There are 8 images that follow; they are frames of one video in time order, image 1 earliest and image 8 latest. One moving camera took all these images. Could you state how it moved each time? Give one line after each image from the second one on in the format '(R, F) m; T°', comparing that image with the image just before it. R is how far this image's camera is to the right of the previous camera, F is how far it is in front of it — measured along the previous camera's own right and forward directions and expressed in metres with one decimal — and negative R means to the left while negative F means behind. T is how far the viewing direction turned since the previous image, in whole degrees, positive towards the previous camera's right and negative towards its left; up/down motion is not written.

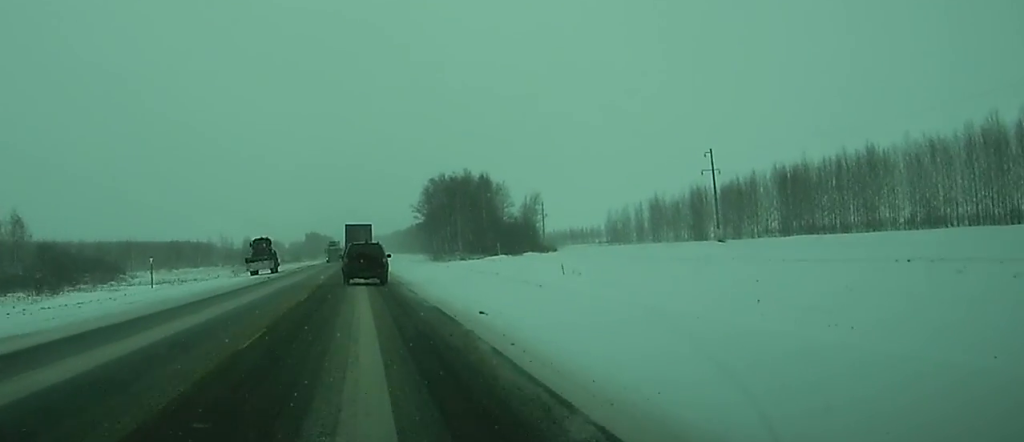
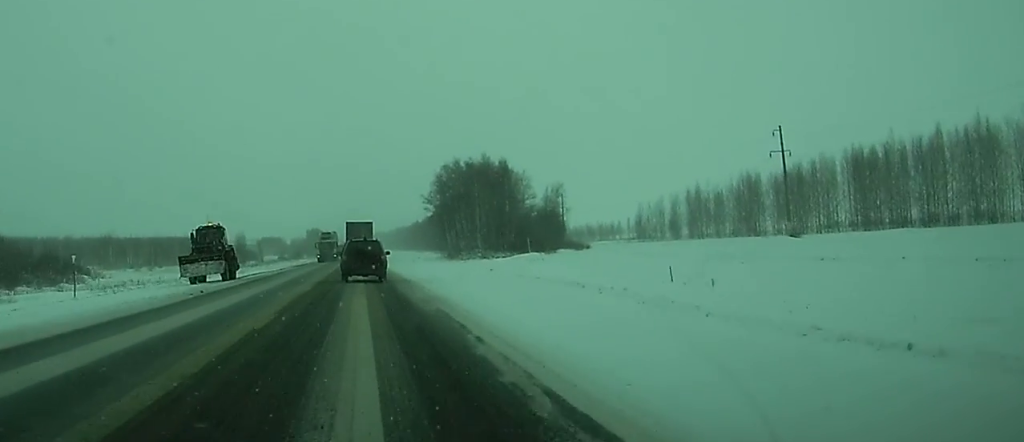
(0.0, +21.9) m; 0°
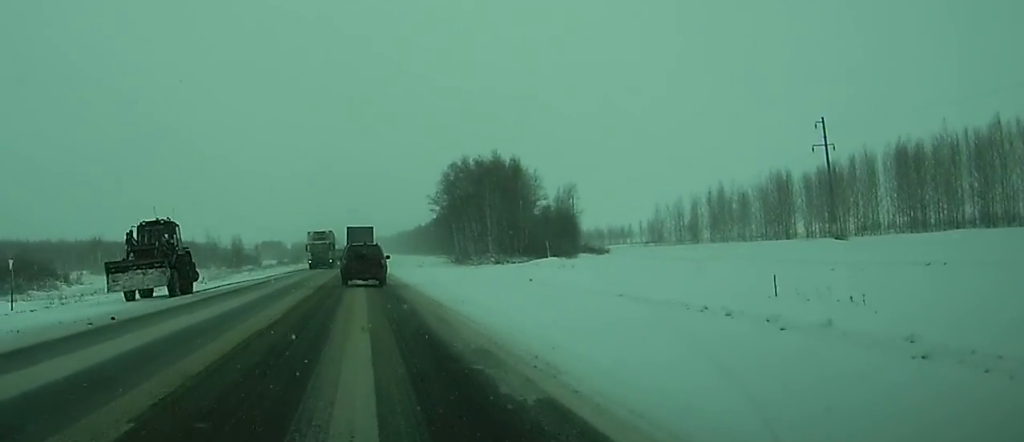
(-0.1, +10.5) m; 0°
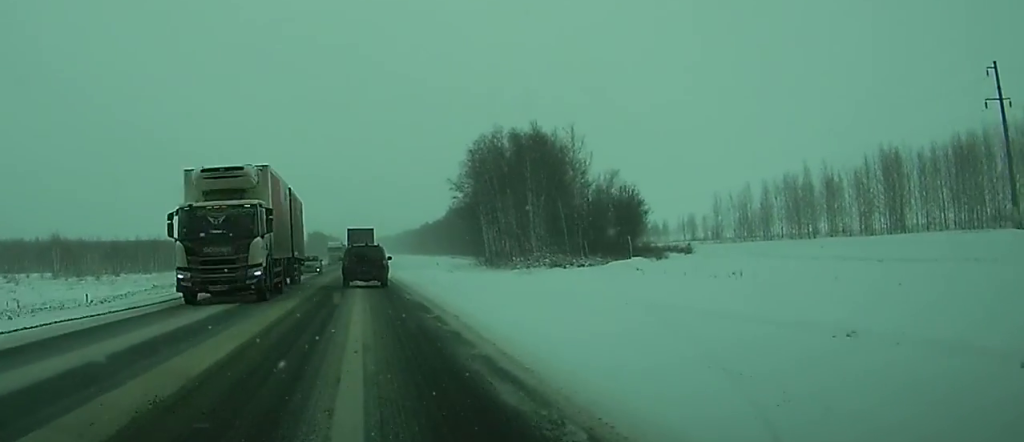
(+0.1, +29.7) m; 0°
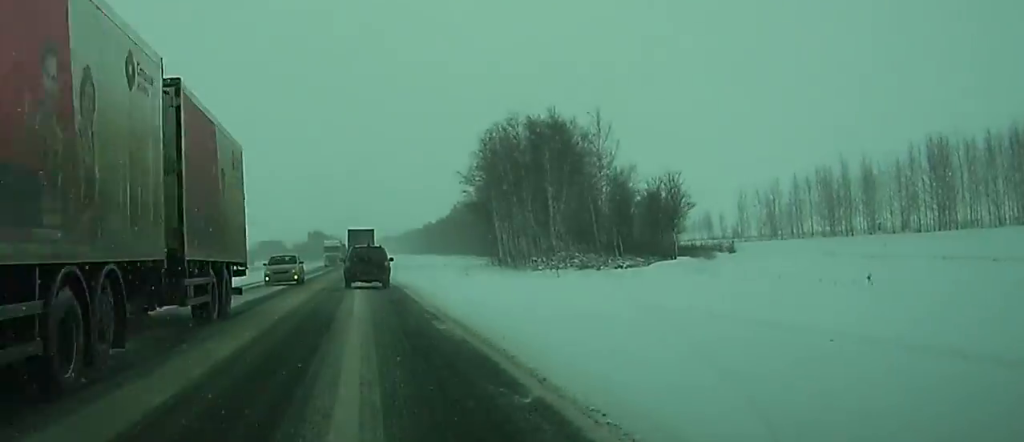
(0.0, +9.9) m; 0°
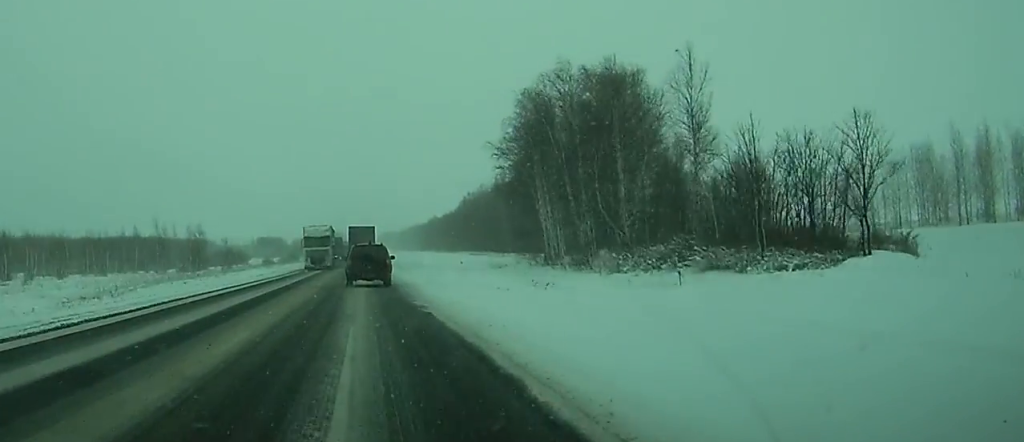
(0.0, +23.6) m; 0°
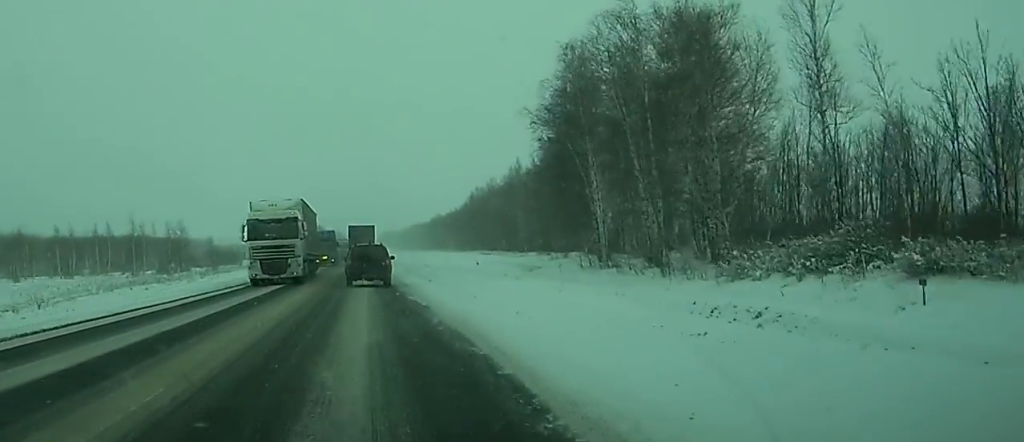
(-0.1, +17.5) m; 0°
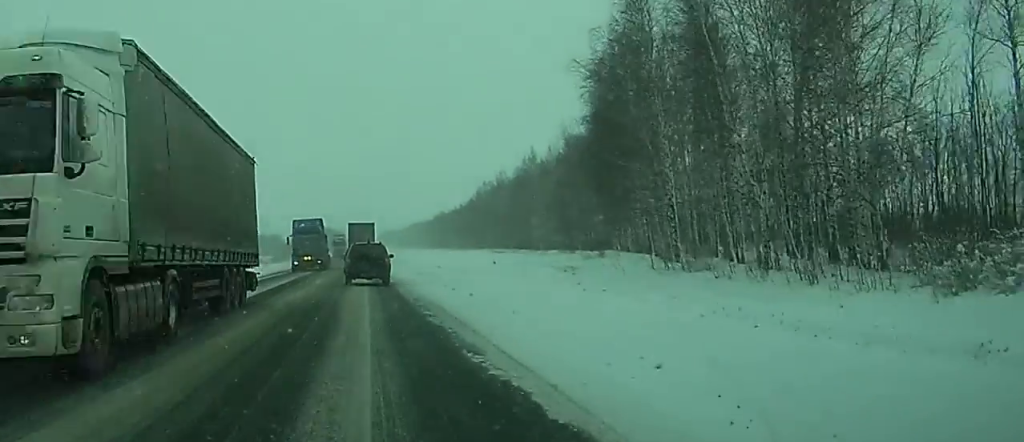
(0.0, +14.5) m; 0°
